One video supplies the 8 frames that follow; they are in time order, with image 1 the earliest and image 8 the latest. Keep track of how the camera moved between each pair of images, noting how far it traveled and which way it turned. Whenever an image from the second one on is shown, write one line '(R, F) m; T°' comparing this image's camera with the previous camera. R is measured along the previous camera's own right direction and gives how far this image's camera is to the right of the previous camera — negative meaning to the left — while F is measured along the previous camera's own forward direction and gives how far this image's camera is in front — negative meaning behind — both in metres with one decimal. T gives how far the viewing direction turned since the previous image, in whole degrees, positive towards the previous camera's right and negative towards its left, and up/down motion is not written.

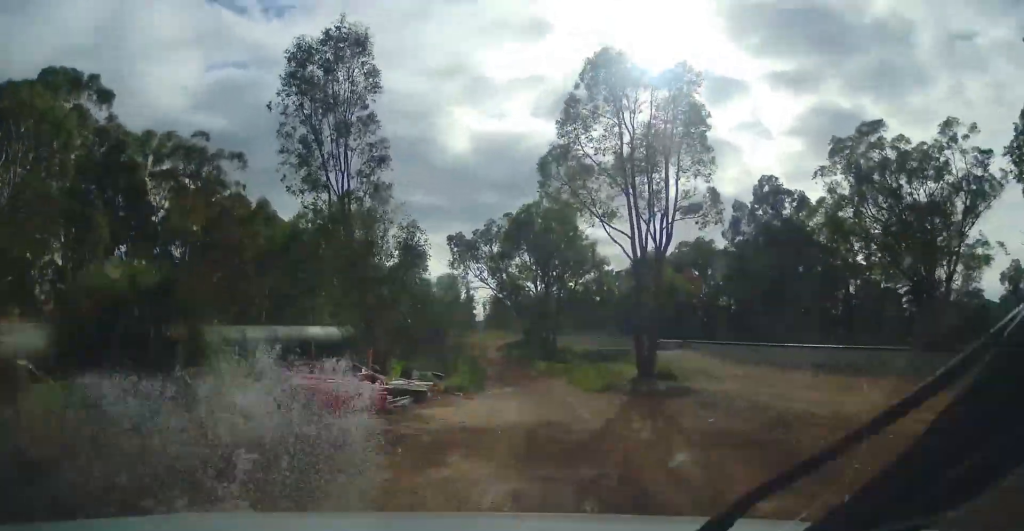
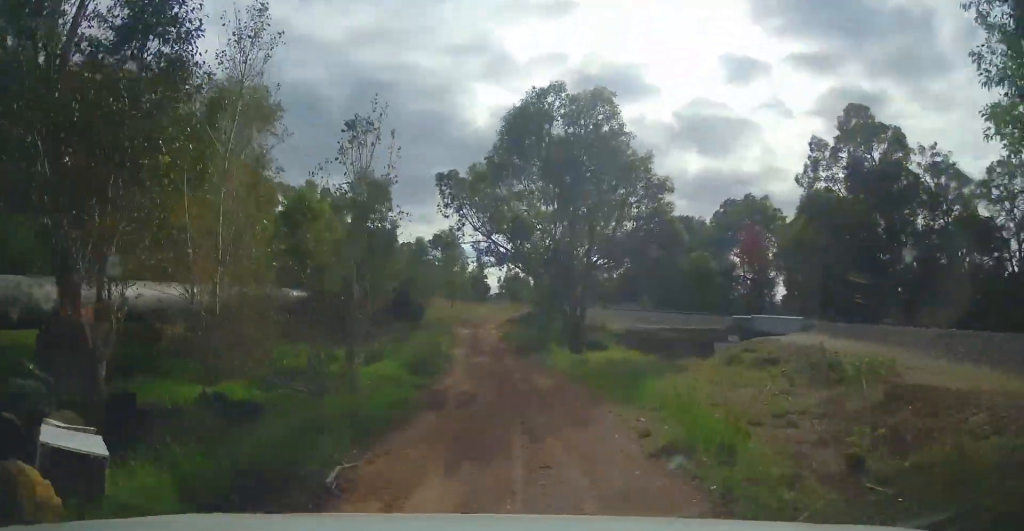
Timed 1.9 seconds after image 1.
(0.0, +15.9) m; 0°
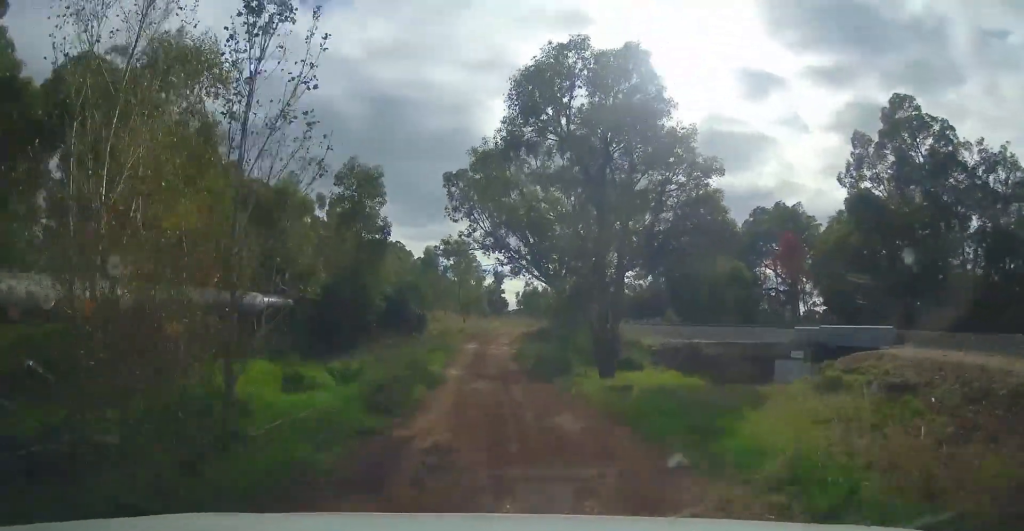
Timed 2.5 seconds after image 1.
(0.0, +5.0) m; -3°
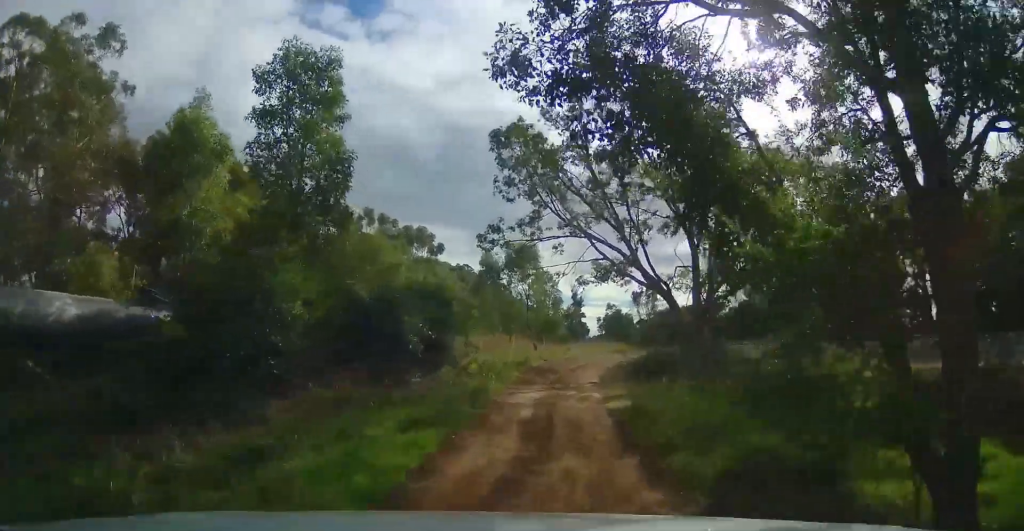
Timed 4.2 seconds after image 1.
(-1.4, +13.6) m; -10°
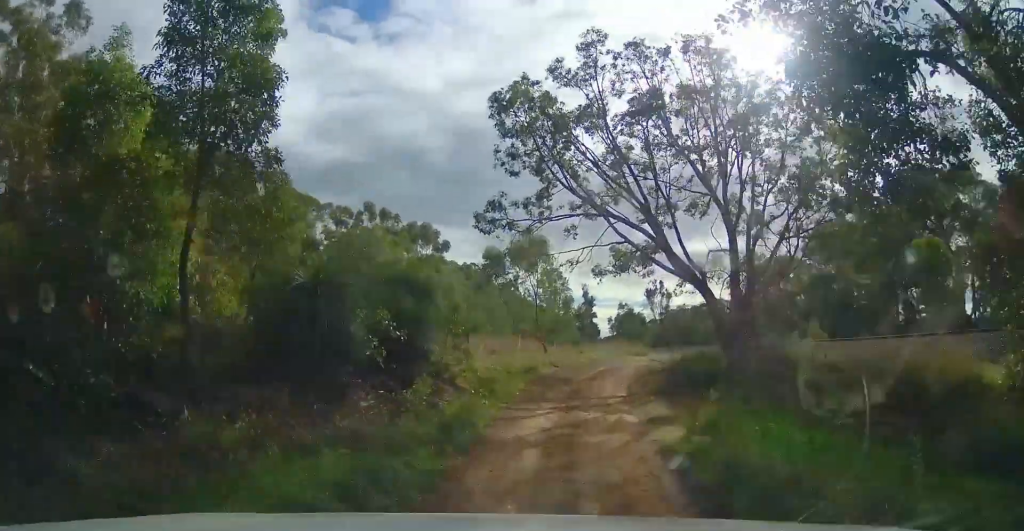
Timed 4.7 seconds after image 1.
(0.0, +4.6) m; +2°
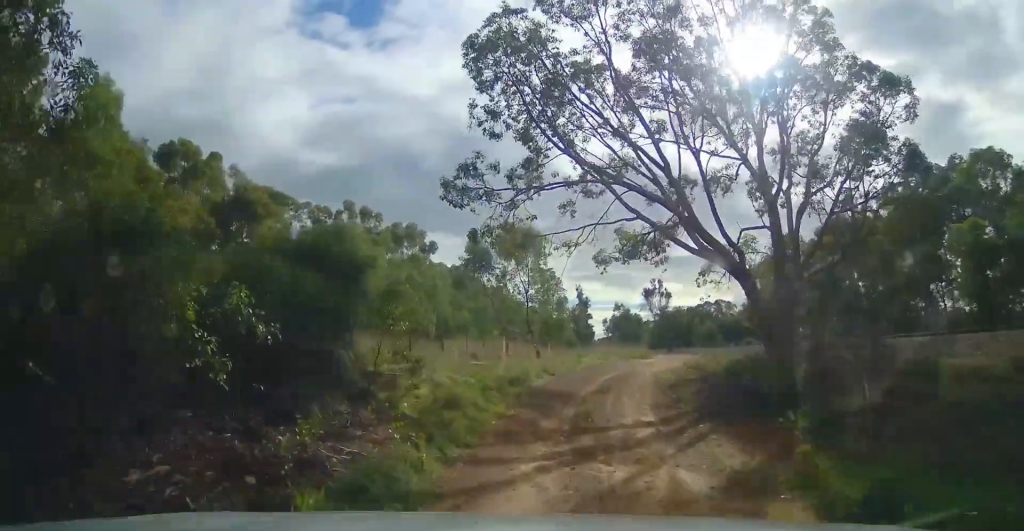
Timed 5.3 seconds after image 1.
(0.0, +5.1) m; +3°
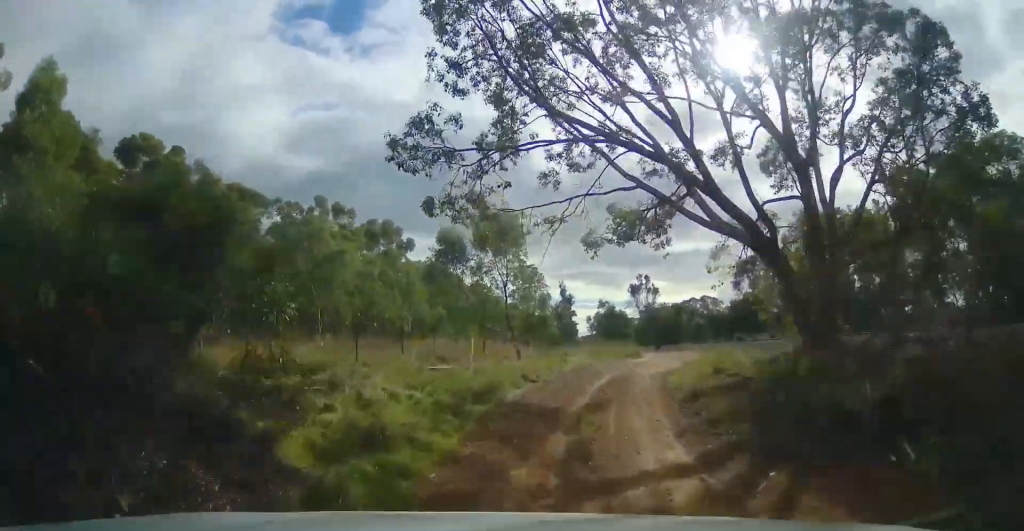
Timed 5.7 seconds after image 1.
(+0.1, +3.8) m; +4°
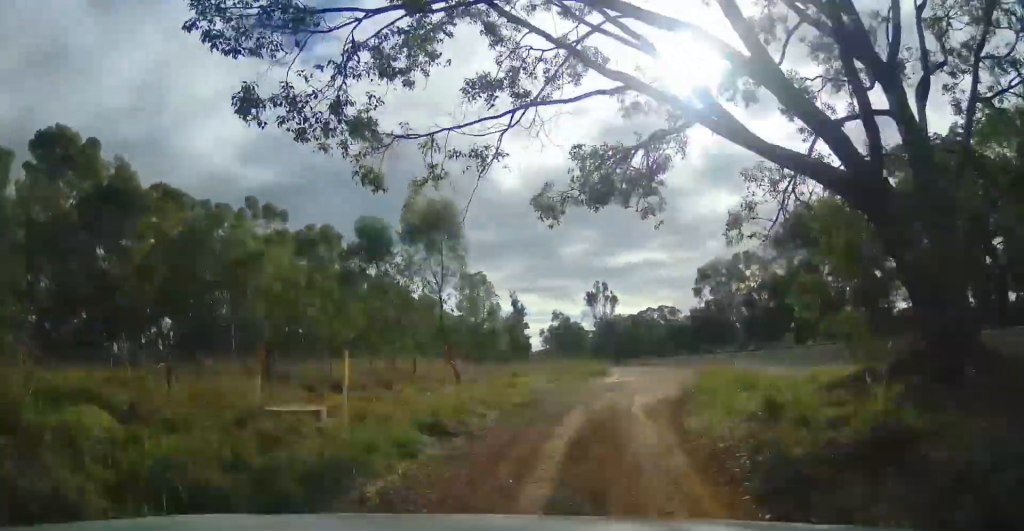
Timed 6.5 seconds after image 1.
(+0.3, +6.4) m; +5°
